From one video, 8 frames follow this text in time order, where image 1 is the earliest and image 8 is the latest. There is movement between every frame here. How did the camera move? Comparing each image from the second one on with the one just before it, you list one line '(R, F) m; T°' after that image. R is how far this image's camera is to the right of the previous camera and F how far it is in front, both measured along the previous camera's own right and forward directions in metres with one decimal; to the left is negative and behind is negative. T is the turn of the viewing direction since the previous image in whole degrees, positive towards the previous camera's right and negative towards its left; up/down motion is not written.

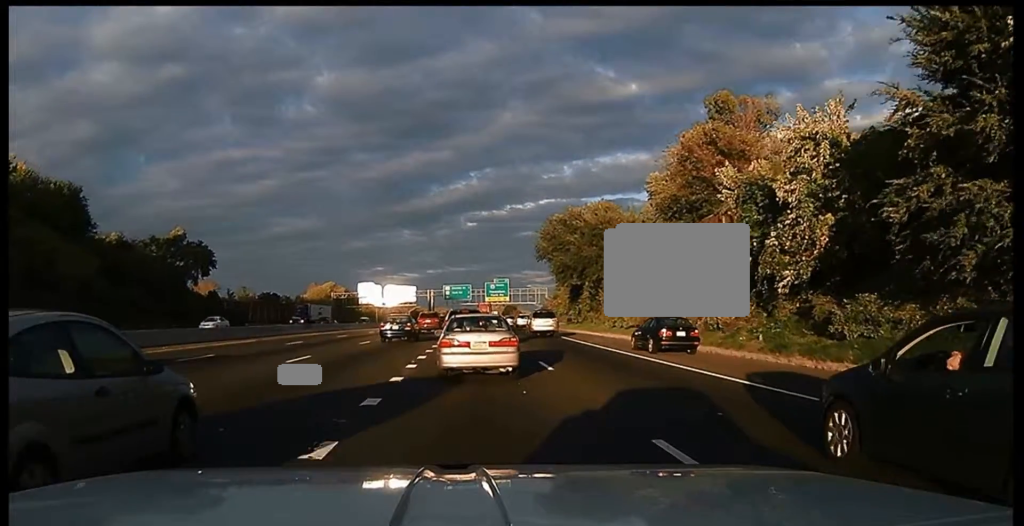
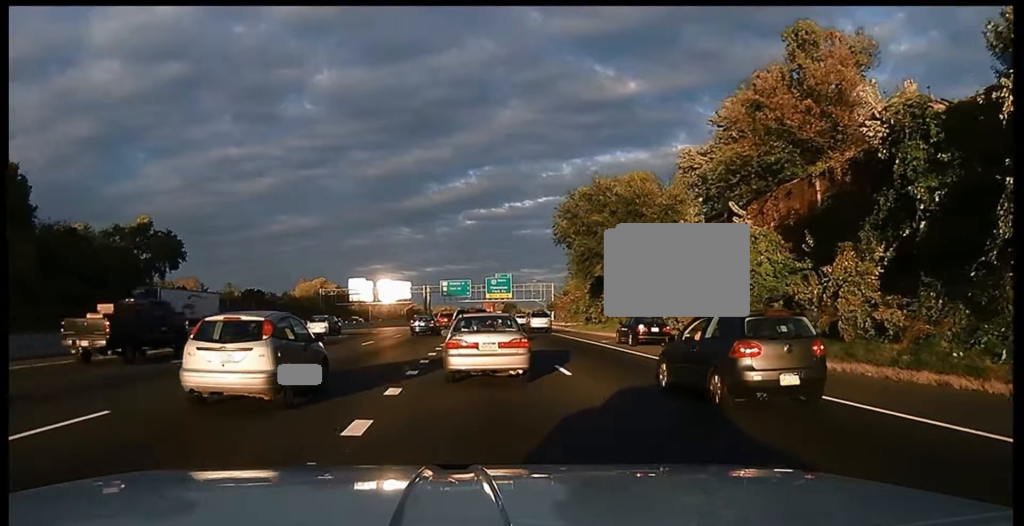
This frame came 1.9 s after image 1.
(-0.3, +14.1) m; 0°
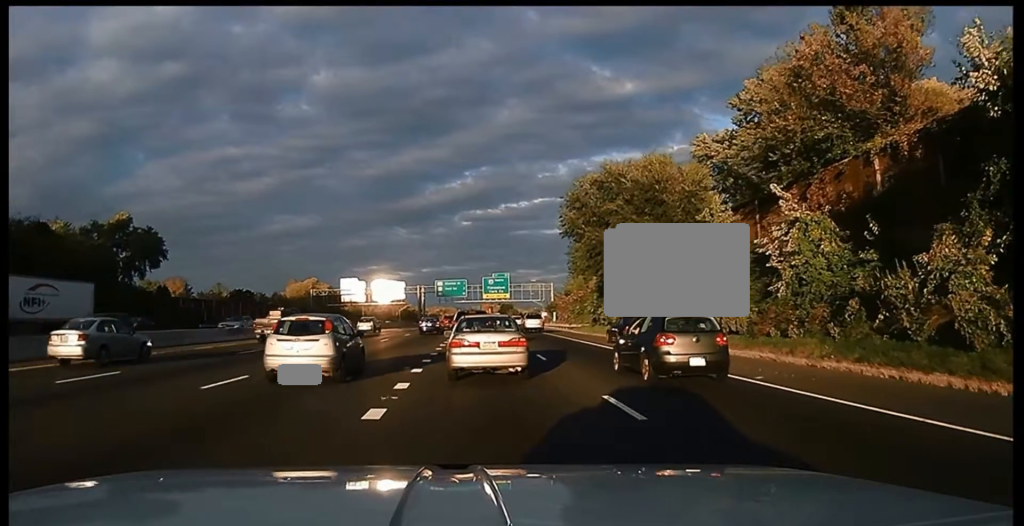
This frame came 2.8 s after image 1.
(+0.2, +6.7) m; +1°
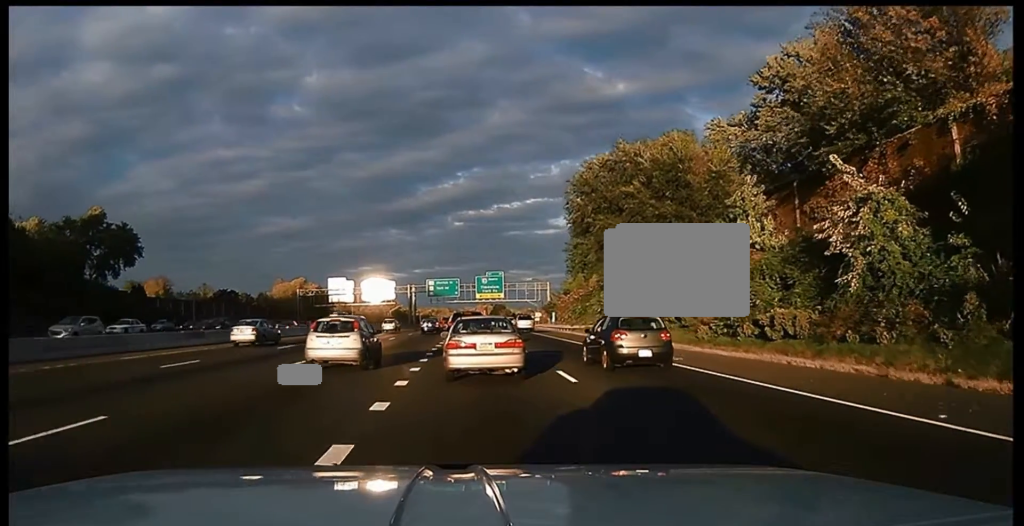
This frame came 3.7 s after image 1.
(-0.1, +6.6) m; -2°
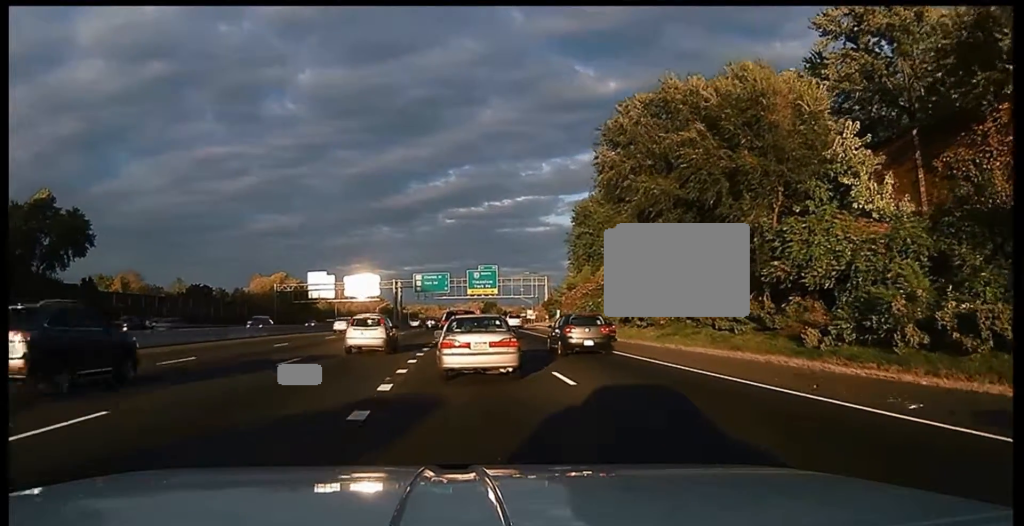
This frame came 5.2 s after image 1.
(-0.3, +12.0) m; +2°
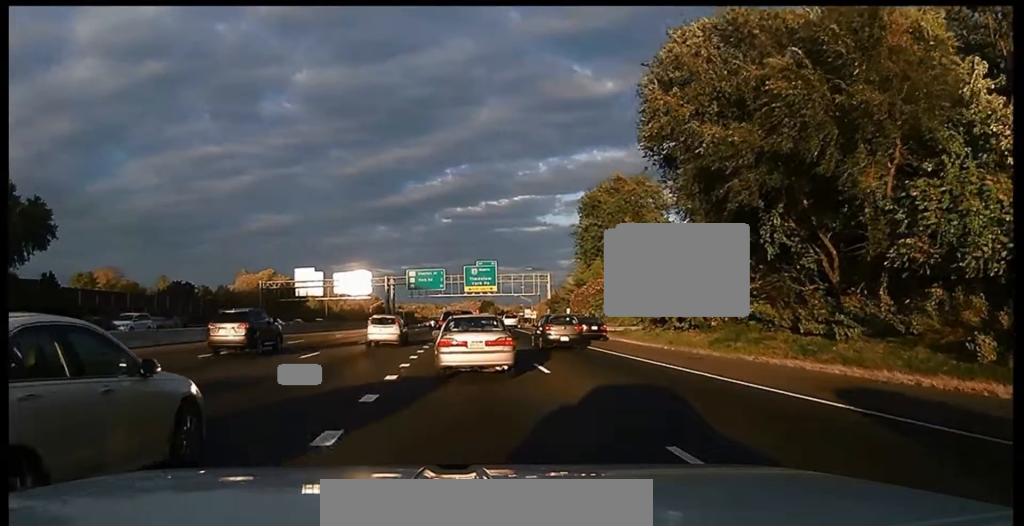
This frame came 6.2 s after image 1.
(+0.4, +8.4) m; 0°
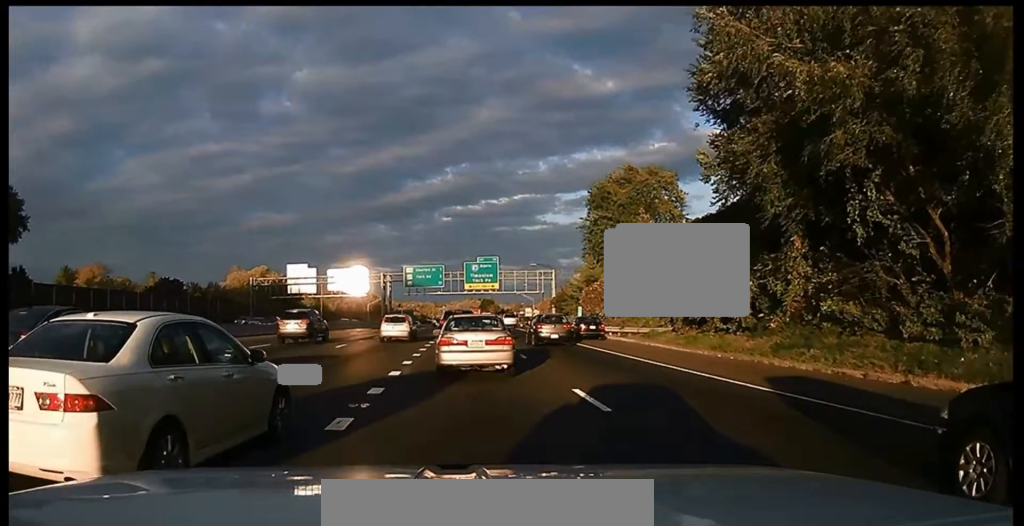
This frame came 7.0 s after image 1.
(-0.2, +6.5) m; 0°
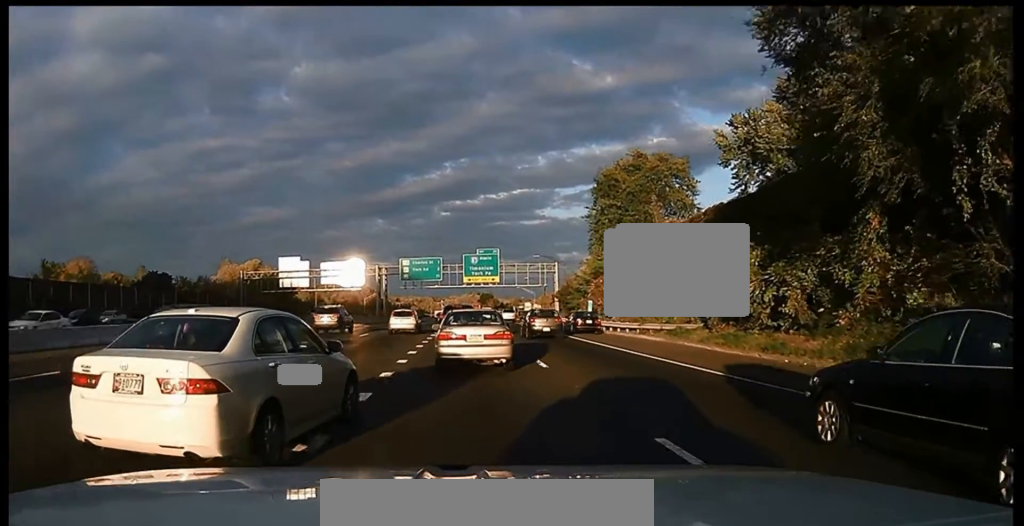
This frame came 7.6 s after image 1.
(-0.1, +5.3) m; 0°
